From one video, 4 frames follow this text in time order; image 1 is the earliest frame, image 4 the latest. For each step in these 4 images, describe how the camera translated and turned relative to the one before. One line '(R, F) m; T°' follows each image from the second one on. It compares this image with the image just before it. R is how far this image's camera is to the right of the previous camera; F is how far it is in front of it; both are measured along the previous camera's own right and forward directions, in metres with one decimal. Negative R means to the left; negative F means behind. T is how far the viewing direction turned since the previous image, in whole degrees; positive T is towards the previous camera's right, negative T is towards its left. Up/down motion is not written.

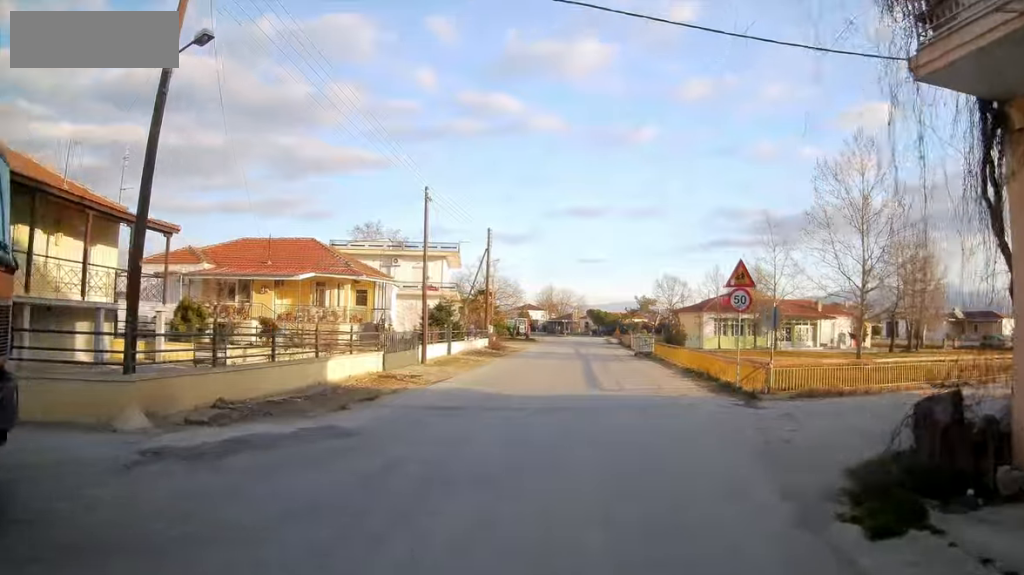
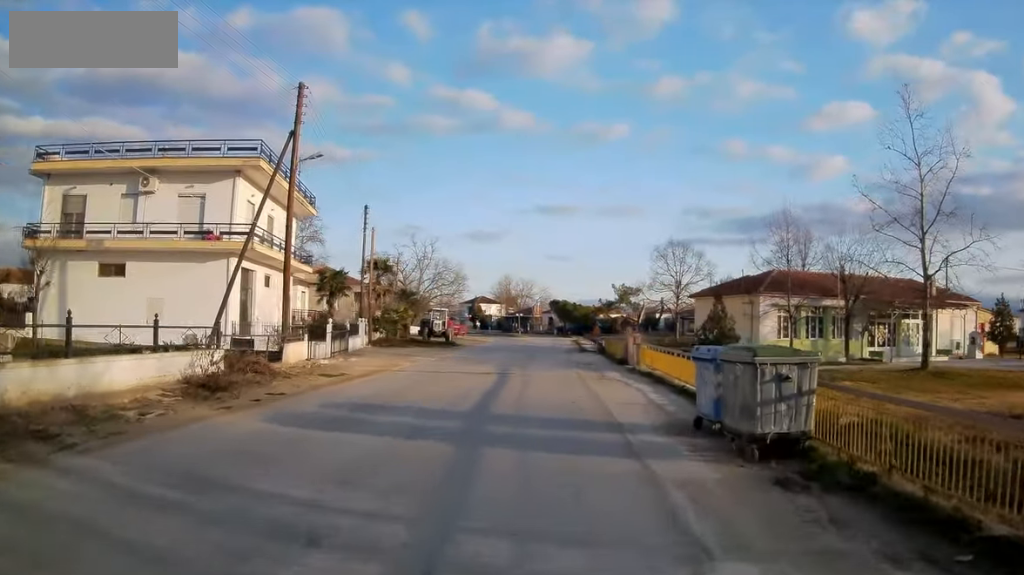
(+1.0, +35.7) m; +6°
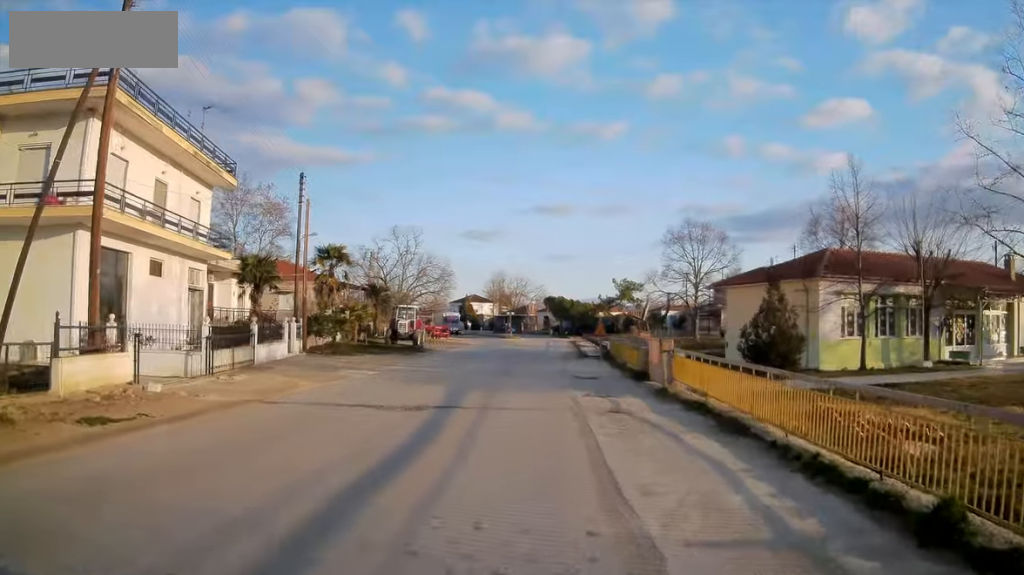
(-0.3, +11.9) m; -3°
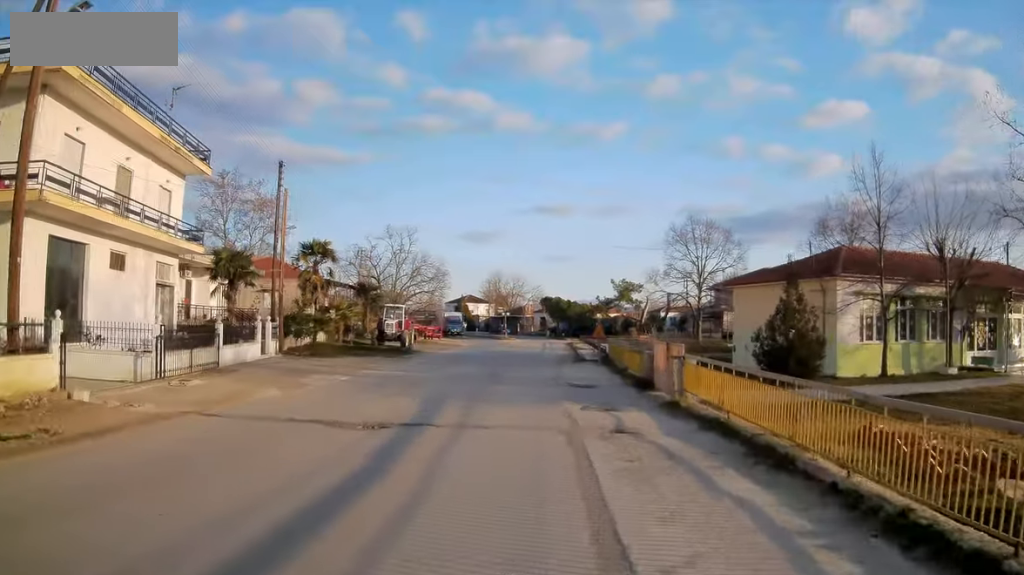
(0.0, +2.8) m; 0°
